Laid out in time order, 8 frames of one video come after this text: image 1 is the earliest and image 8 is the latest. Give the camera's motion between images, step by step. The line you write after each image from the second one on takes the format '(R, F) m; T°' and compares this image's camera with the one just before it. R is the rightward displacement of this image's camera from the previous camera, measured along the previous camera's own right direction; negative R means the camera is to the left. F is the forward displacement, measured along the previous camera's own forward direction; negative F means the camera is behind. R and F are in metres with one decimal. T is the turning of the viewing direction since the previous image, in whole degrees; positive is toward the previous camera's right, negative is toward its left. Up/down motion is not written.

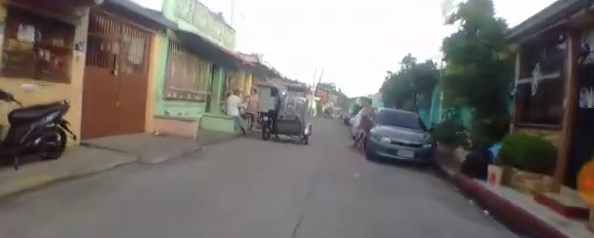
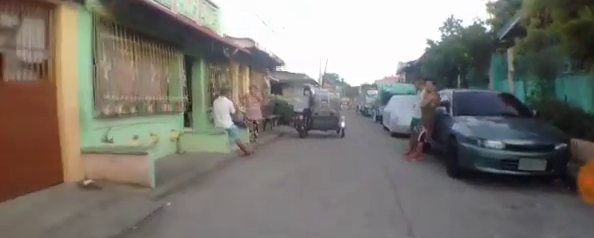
(+0.4, +4.4) m; +5°
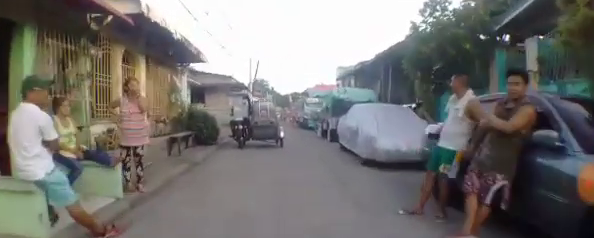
(-0.2, +5.1) m; -1°
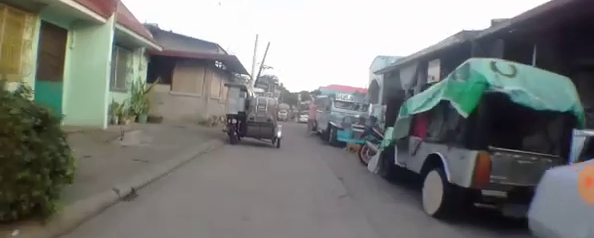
(0.0, +8.3) m; -4°
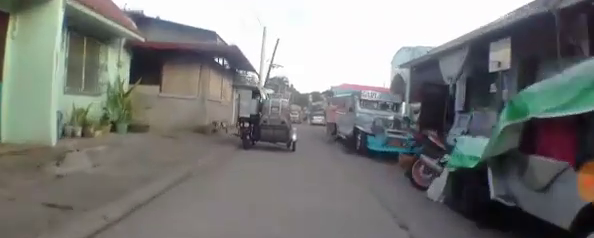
(-0.1, +2.1) m; -2°
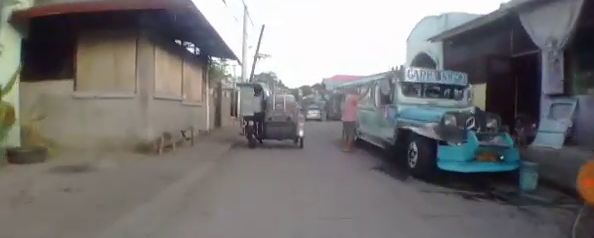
(-0.1, +3.7) m; +2°
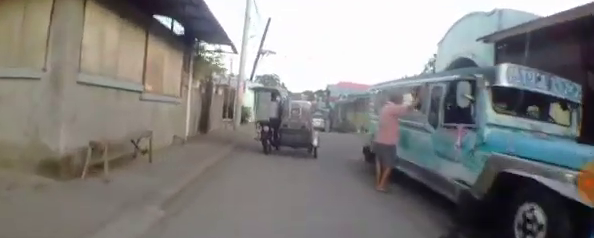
(0.0, +2.5) m; +5°
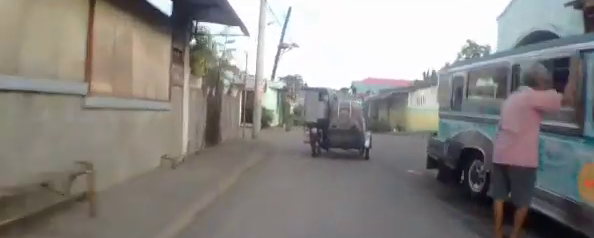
(+0.3, +2.1) m; +3°
